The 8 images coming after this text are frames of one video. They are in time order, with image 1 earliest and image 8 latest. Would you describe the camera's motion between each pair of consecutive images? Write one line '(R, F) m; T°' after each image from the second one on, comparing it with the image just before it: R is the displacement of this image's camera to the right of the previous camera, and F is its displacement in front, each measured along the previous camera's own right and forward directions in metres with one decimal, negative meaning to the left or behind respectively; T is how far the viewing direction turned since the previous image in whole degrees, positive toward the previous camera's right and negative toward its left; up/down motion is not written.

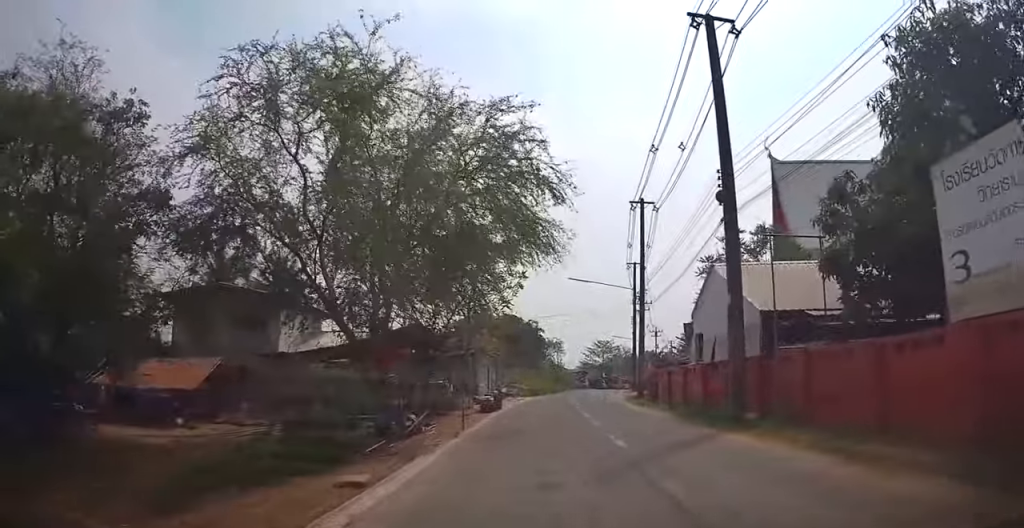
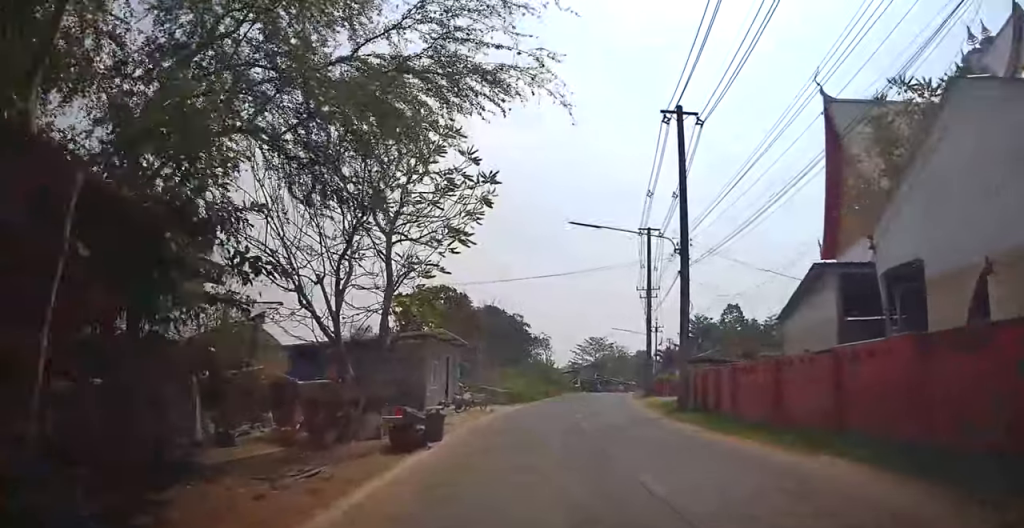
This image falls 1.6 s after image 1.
(+0.4, +12.7) m; +3°
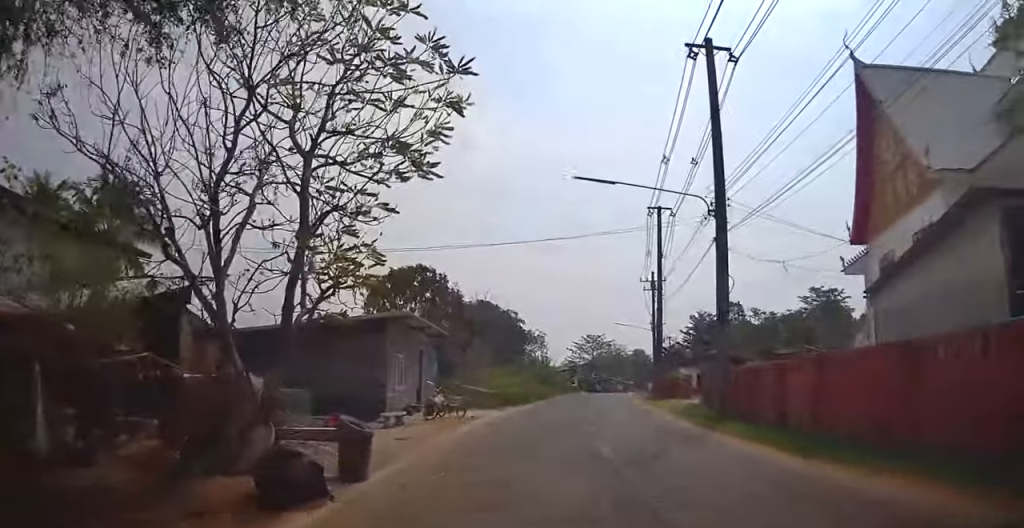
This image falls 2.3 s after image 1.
(0.0, +5.1) m; 0°
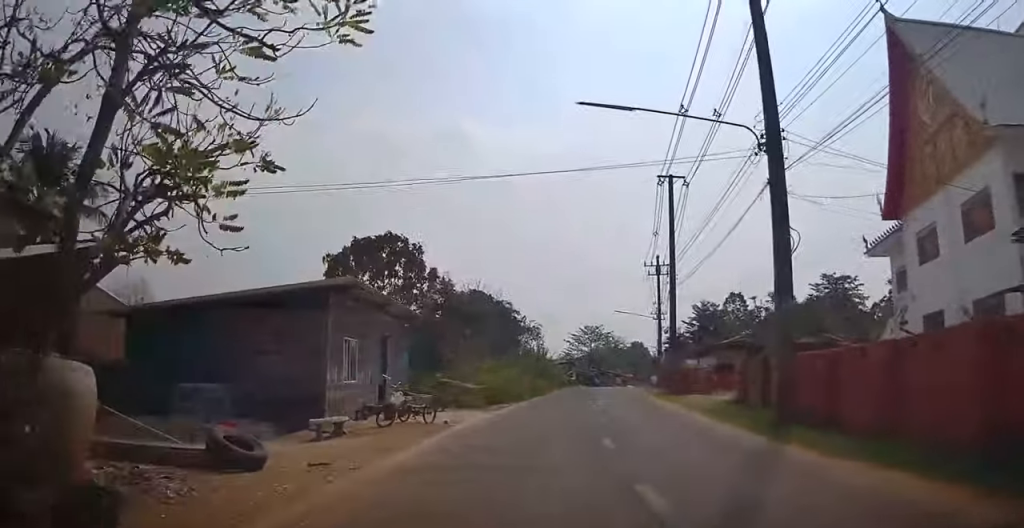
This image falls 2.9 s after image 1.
(0.0, +4.6) m; 0°
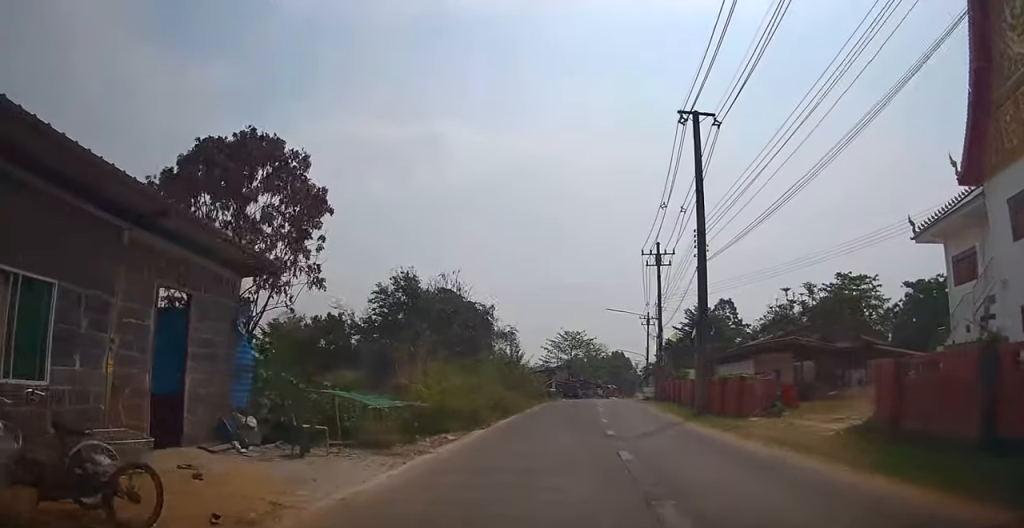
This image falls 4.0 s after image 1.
(-0.1, +9.4) m; 0°
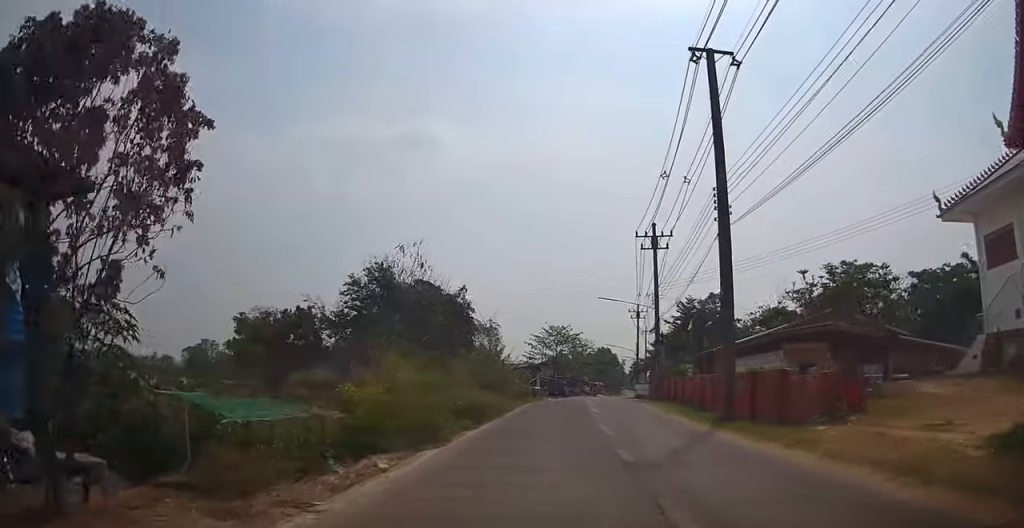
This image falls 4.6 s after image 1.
(-0.1, +4.6) m; +1°
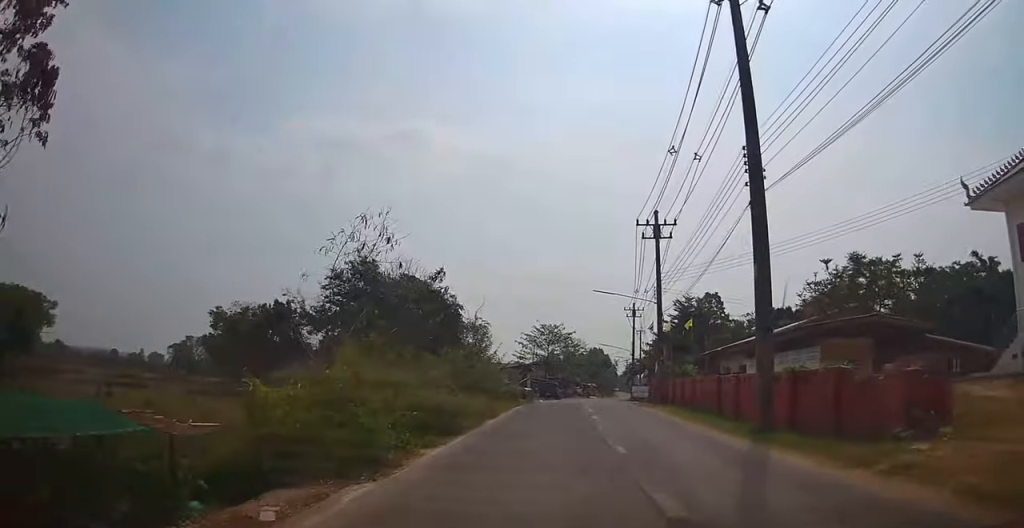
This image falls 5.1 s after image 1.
(+0.1, +3.5) m; +2°
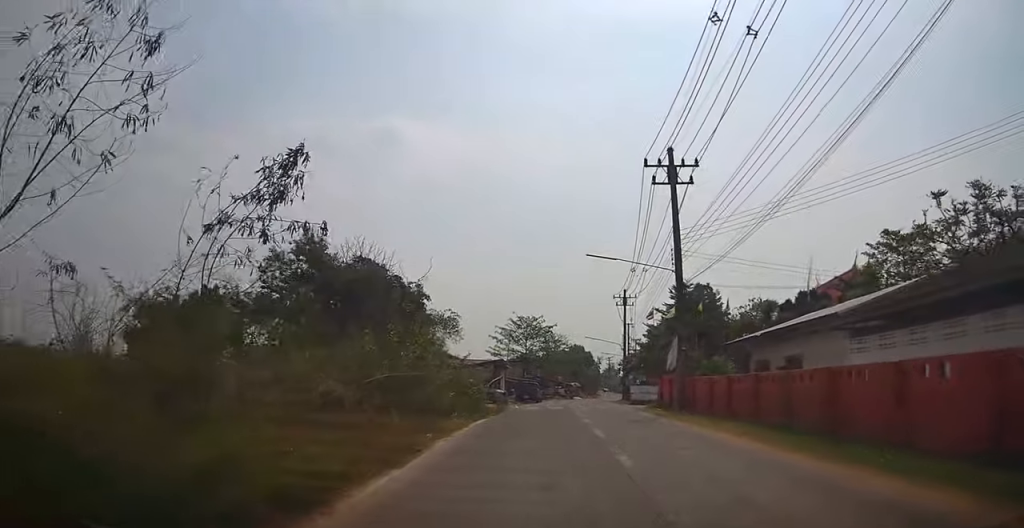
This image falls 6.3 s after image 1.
(+0.4, +10.3) m; +3°
